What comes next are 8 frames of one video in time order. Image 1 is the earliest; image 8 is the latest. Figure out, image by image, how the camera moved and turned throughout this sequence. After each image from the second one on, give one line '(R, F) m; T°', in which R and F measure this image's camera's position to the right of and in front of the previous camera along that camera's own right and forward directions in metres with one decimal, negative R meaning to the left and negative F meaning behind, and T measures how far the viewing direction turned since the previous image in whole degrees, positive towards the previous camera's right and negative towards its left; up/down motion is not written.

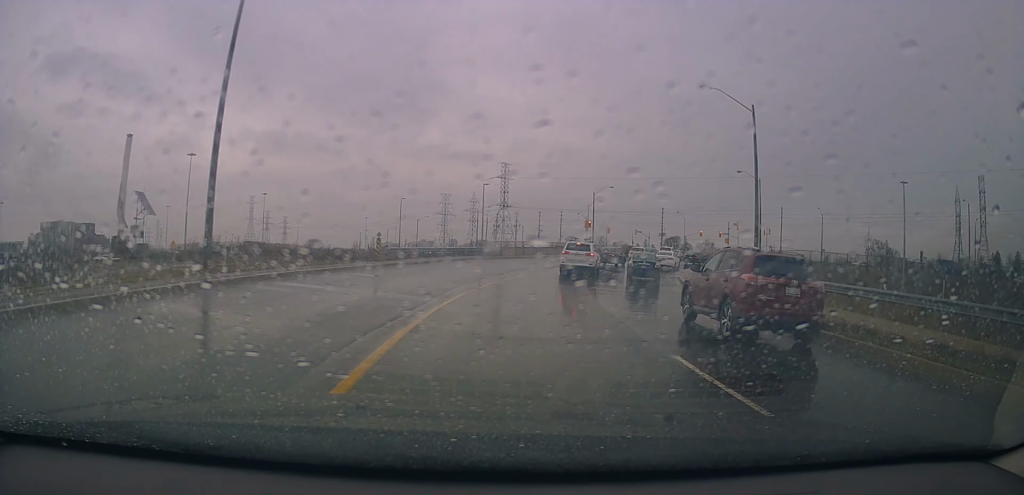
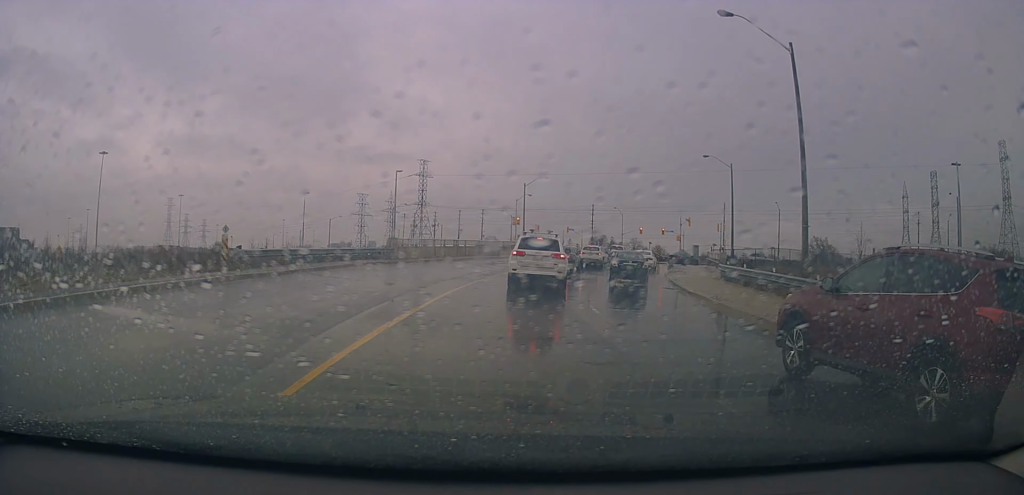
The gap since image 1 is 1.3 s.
(+0.3, +8.0) m; +1°
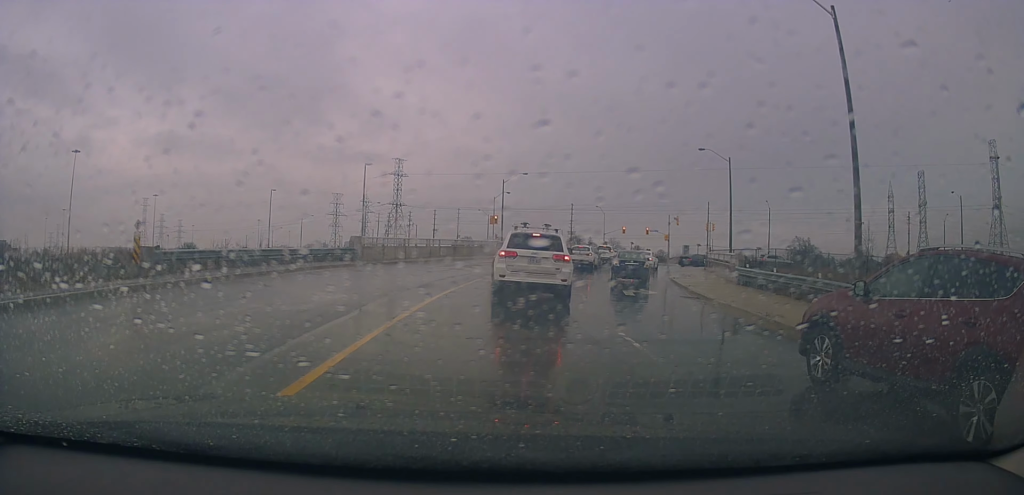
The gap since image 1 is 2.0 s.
(-0.2, +2.7) m; 0°
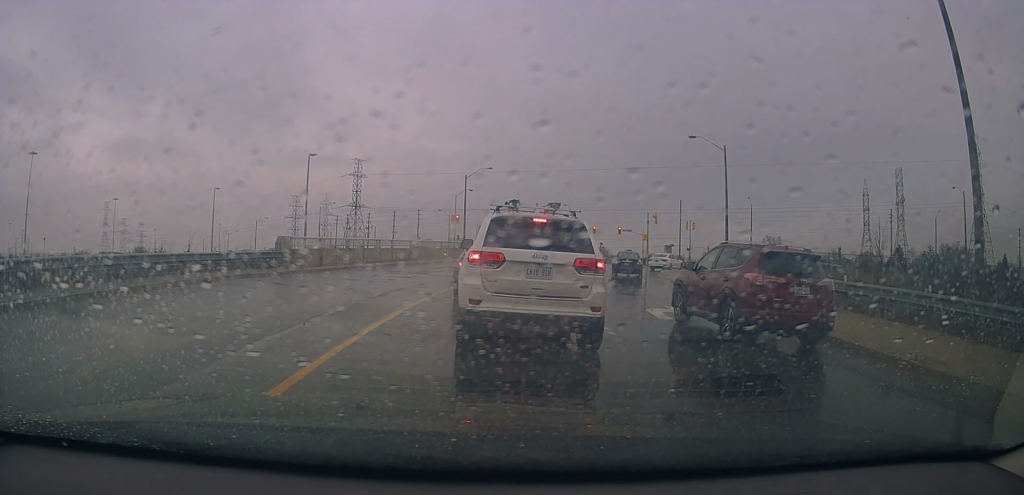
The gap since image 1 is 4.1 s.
(+0.3, +1.9) m; 0°
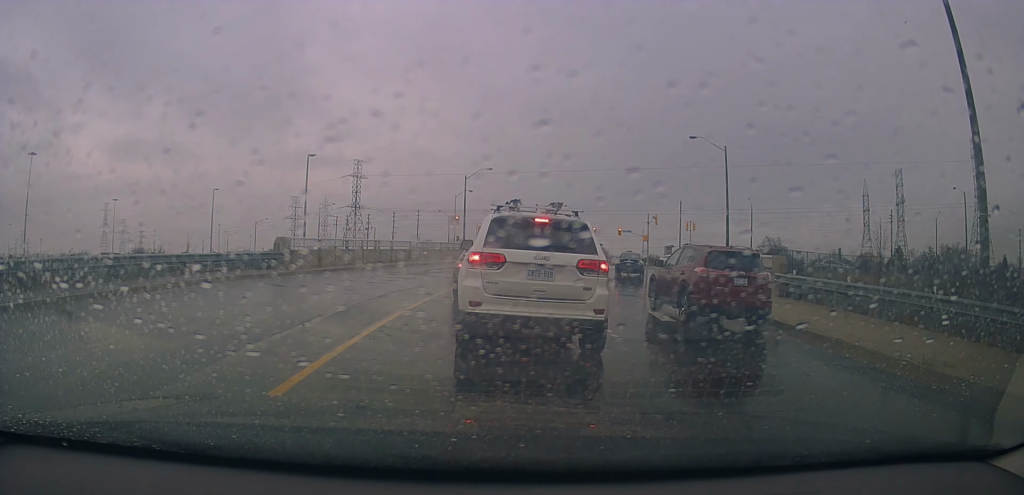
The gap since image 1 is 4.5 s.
(0.0, 0.0) m; 0°
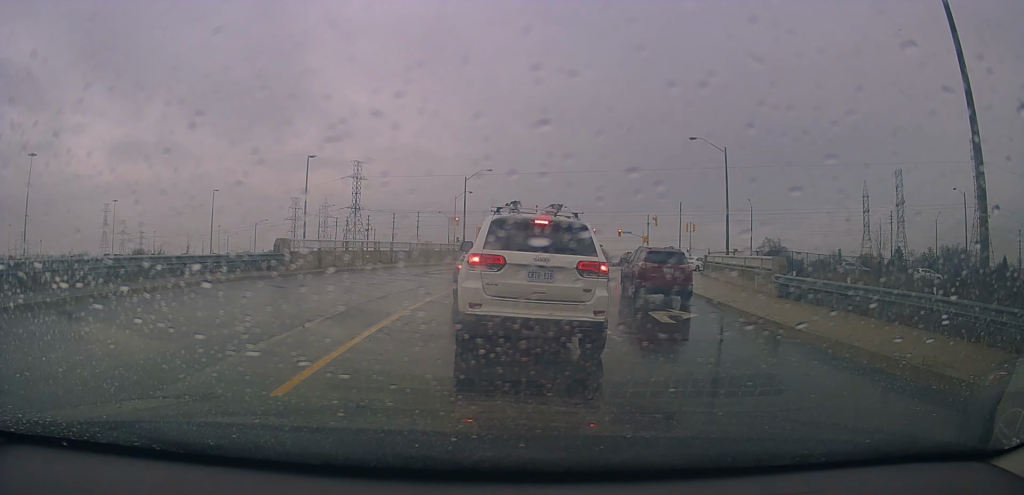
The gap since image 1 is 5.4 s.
(0.0, 0.0) m; 0°
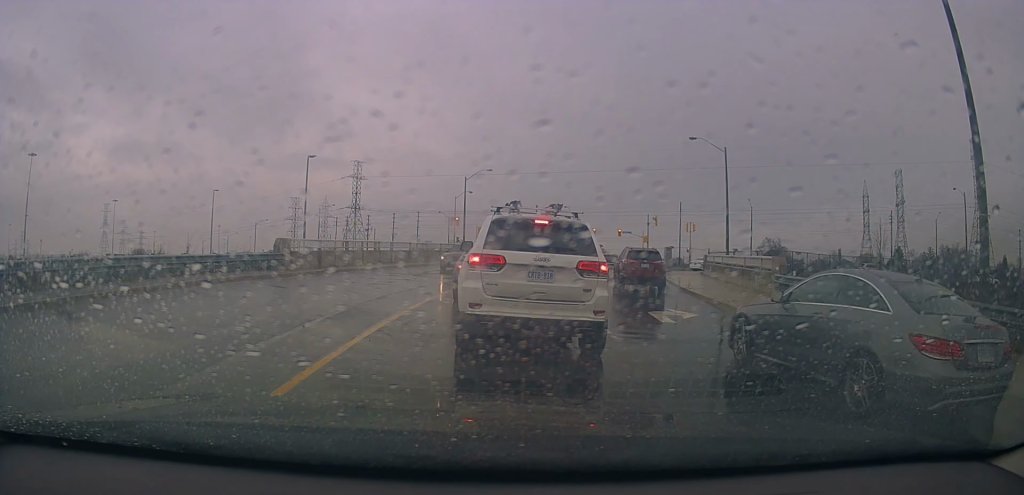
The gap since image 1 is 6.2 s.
(0.0, 0.0) m; 0°
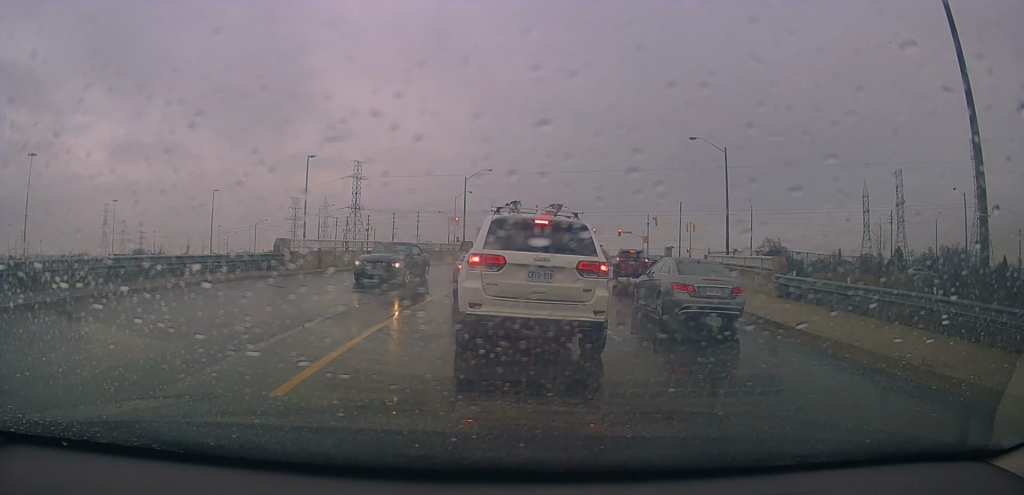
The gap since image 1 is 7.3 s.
(0.0, 0.0) m; 0°
